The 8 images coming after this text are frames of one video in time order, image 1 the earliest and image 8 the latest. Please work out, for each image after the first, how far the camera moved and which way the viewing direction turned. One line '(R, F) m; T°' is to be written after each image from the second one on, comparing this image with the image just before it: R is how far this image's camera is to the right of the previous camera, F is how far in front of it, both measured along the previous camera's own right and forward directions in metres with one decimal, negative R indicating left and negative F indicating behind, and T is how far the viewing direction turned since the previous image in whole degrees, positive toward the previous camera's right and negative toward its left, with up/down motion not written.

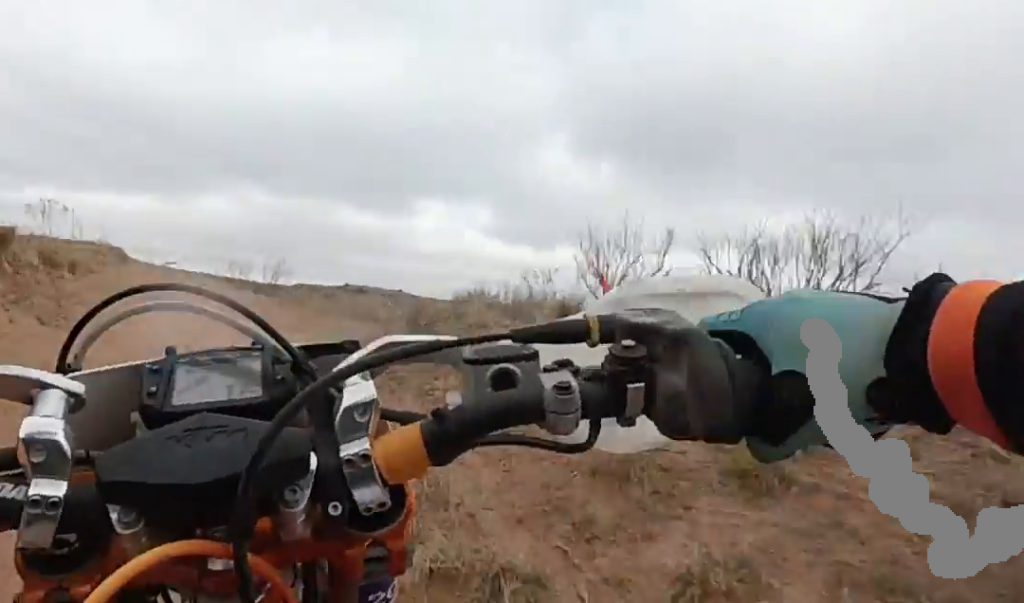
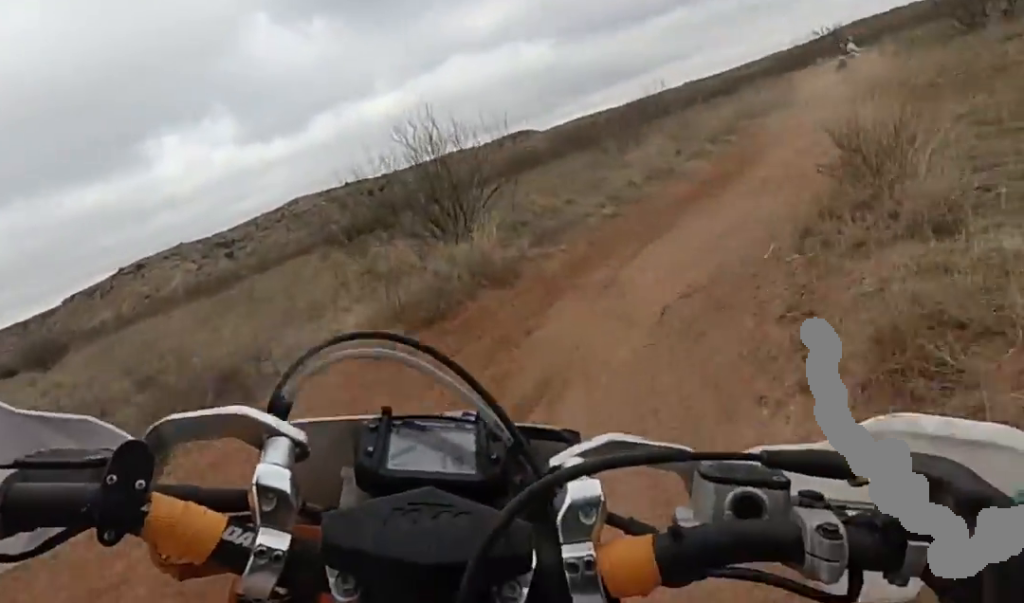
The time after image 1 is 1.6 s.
(0.0, +6.2) m; 0°
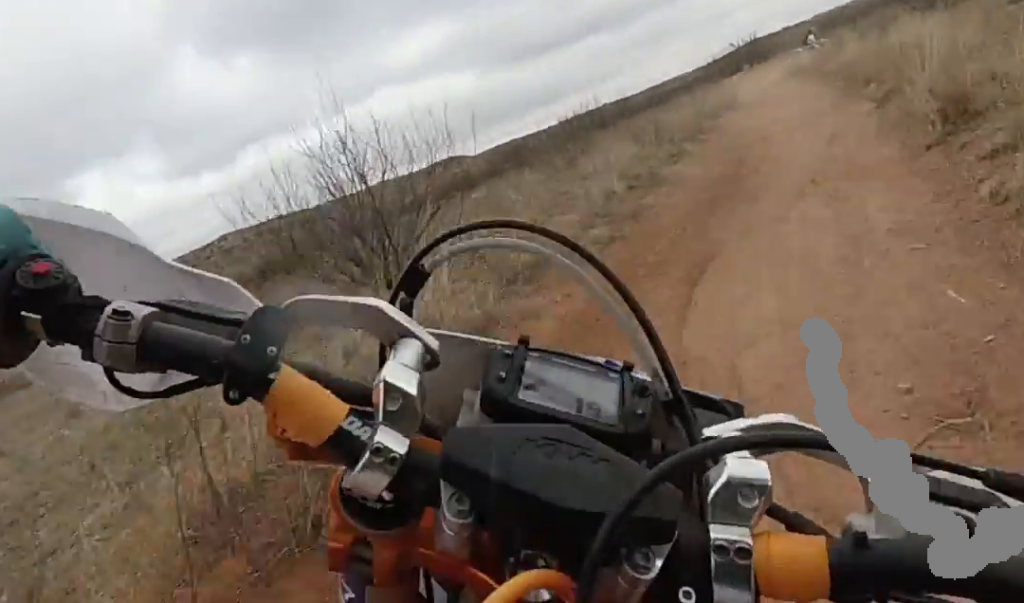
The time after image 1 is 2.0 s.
(0.0, +1.7) m; 0°
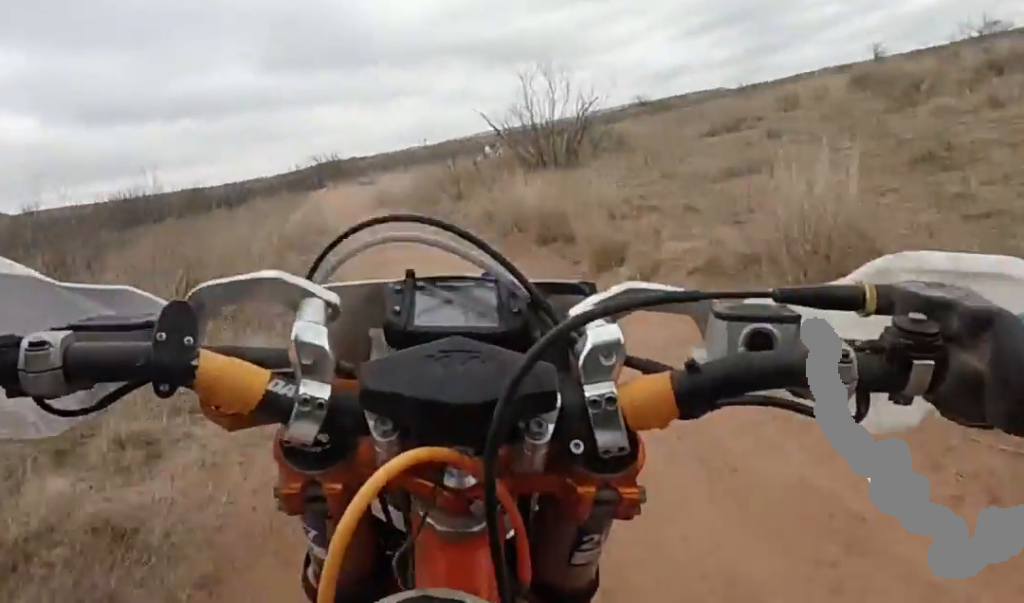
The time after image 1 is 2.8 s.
(0.0, +3.3) m; 0°
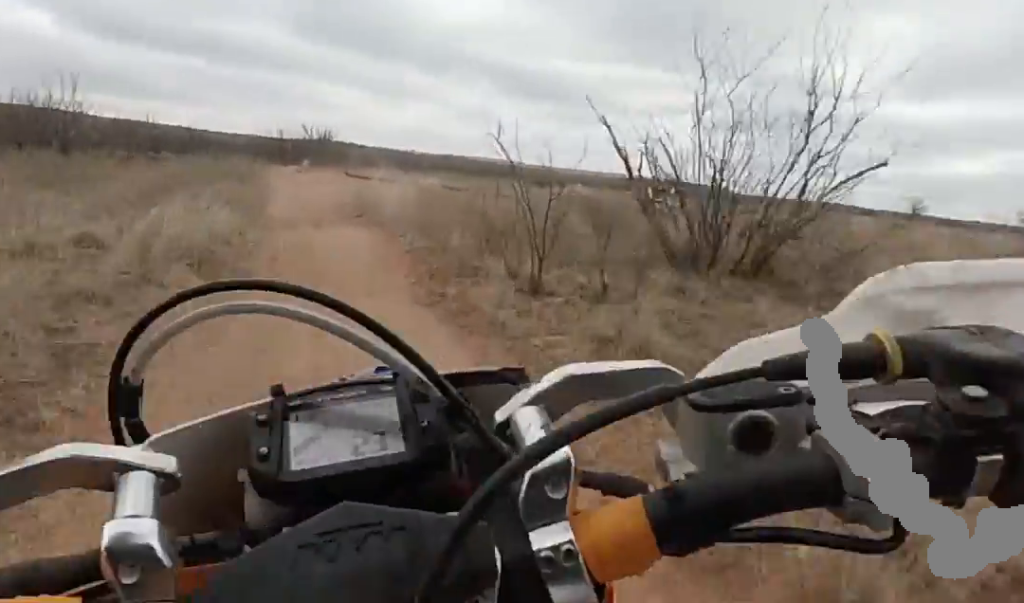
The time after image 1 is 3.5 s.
(0.0, +2.9) m; 0°
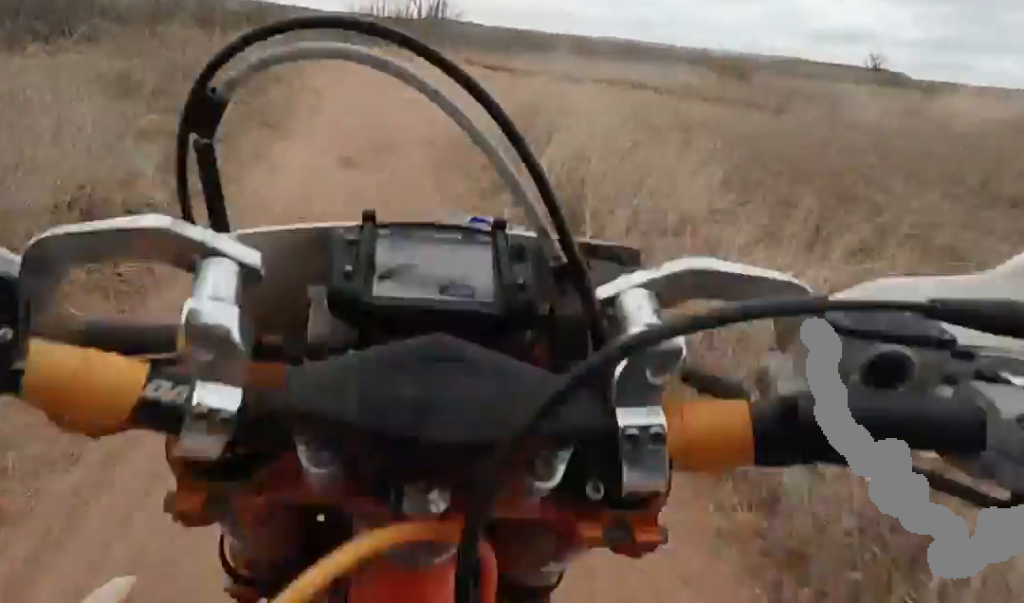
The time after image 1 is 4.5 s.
(0.0, +4.1) m; +1°
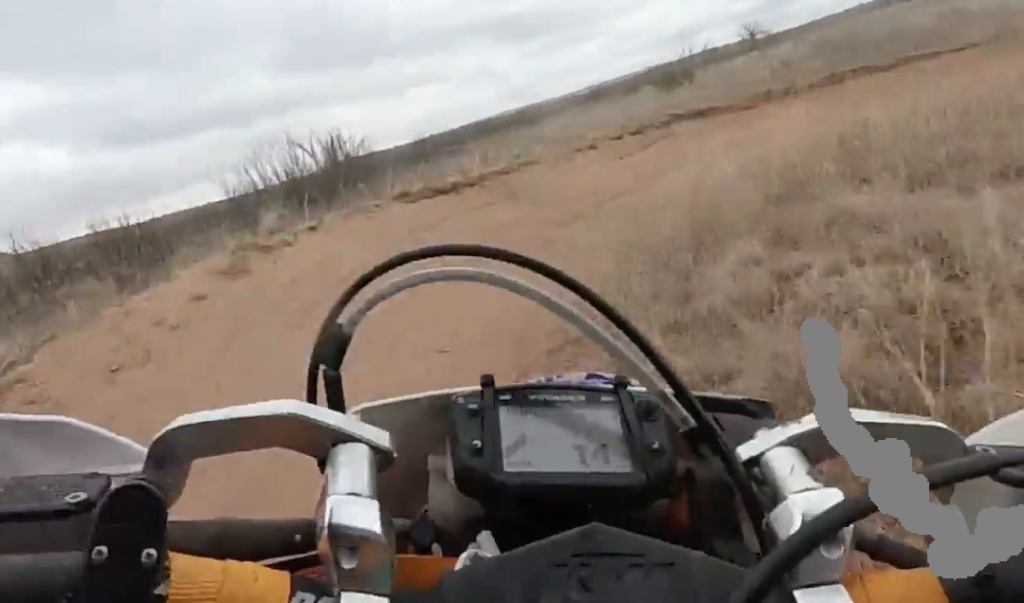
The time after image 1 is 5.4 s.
(0.0, +4.2) m; +33°
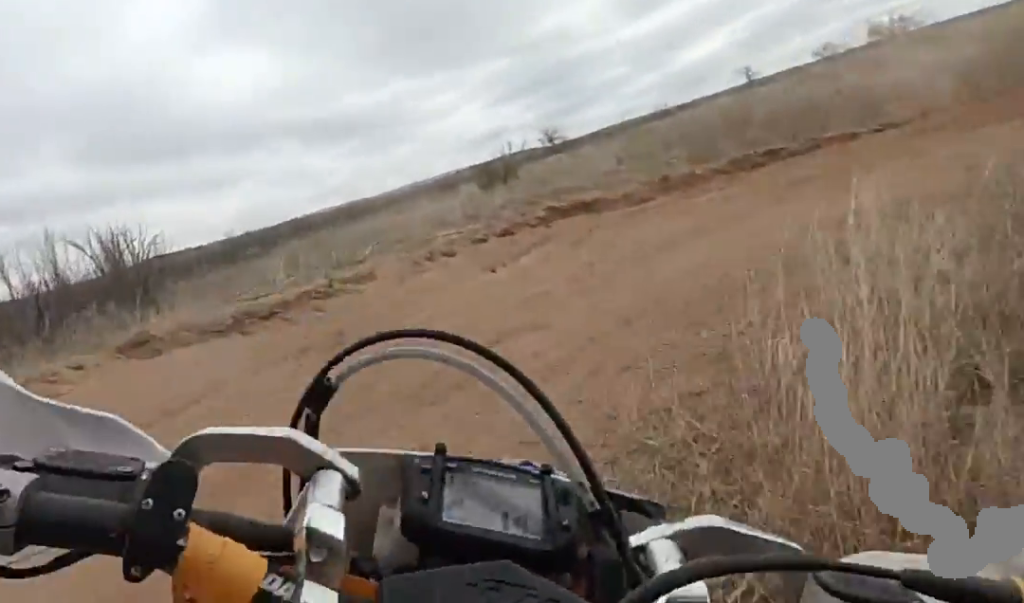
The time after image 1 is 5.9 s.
(-0.2, +1.8) m; +26°
